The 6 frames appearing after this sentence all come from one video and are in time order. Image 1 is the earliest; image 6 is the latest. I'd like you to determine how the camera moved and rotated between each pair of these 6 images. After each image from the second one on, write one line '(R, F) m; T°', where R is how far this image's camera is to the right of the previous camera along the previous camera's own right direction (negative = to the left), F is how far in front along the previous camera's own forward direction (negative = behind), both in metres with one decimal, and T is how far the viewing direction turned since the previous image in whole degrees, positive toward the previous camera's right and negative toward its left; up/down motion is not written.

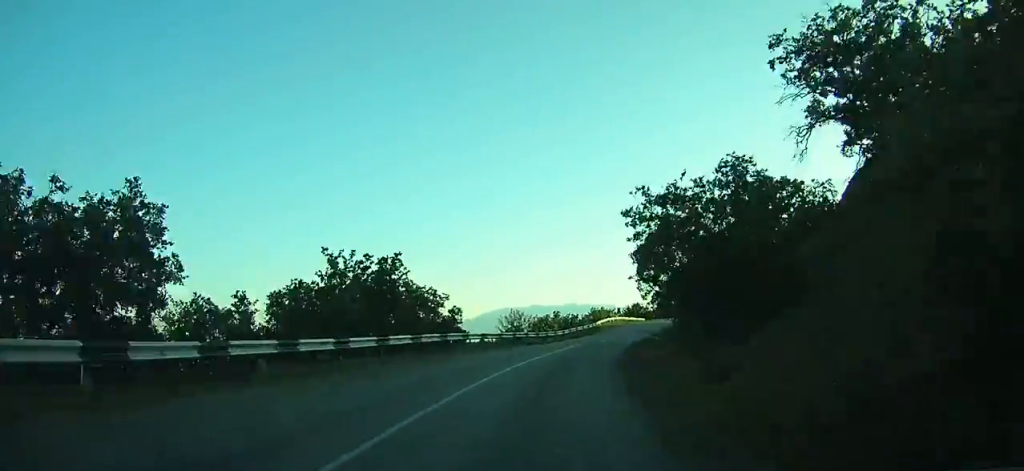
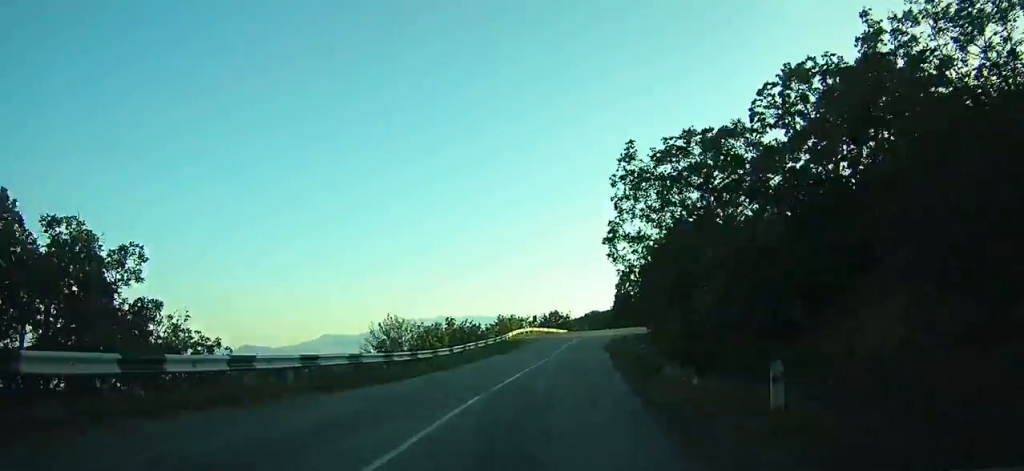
(+0.6, +22.4) m; +6°
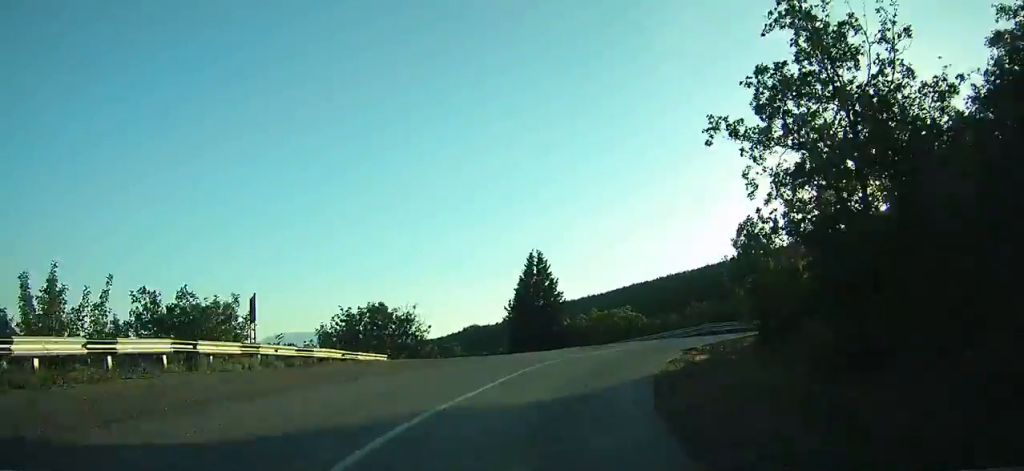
(+6.8, +47.9) m; +19°
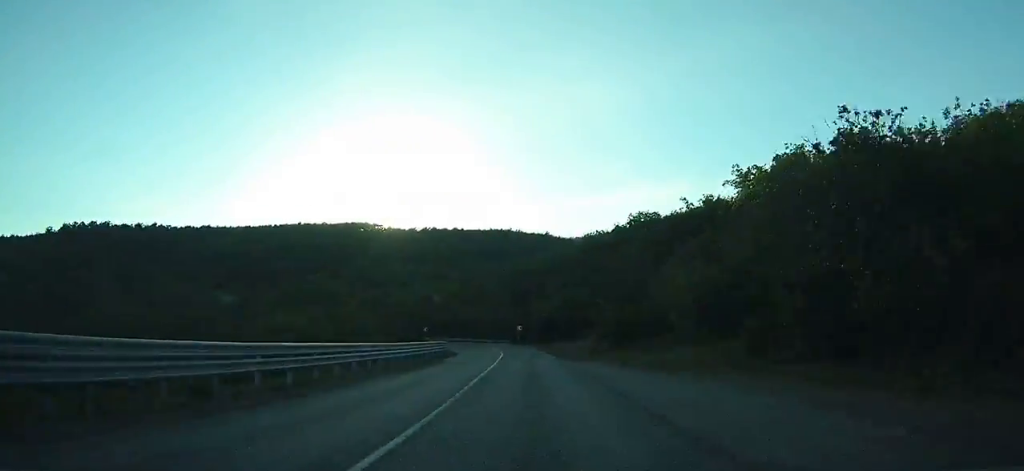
(+34.3, +74.6) m; +40°
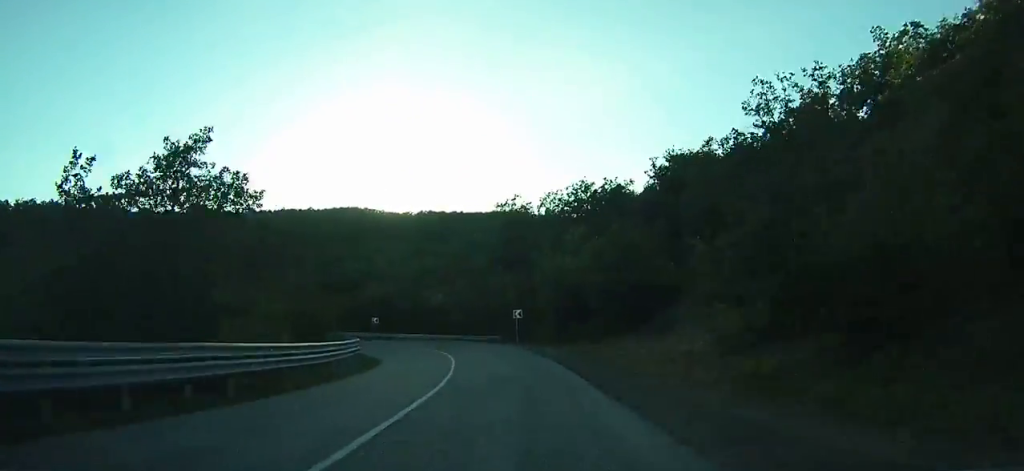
(+0.2, +28.1) m; -4°
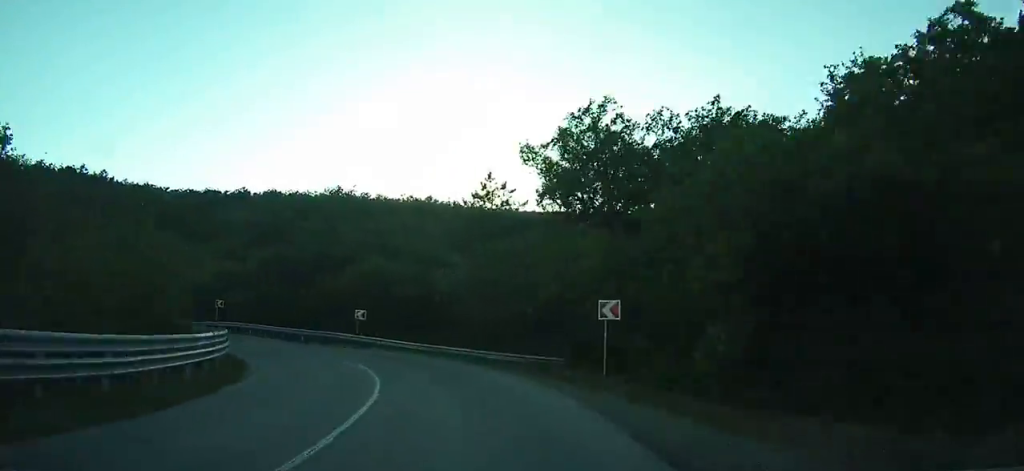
(-1.5, +19.5) m; -14°
